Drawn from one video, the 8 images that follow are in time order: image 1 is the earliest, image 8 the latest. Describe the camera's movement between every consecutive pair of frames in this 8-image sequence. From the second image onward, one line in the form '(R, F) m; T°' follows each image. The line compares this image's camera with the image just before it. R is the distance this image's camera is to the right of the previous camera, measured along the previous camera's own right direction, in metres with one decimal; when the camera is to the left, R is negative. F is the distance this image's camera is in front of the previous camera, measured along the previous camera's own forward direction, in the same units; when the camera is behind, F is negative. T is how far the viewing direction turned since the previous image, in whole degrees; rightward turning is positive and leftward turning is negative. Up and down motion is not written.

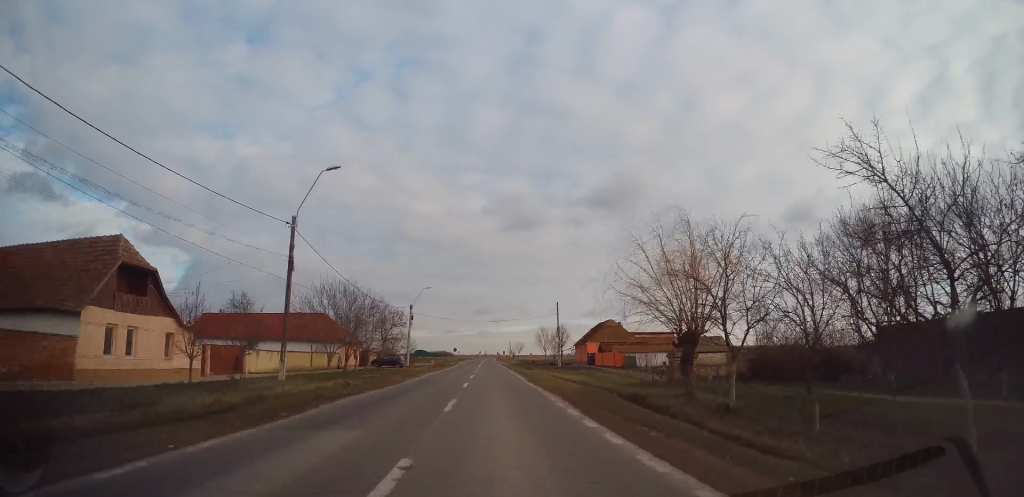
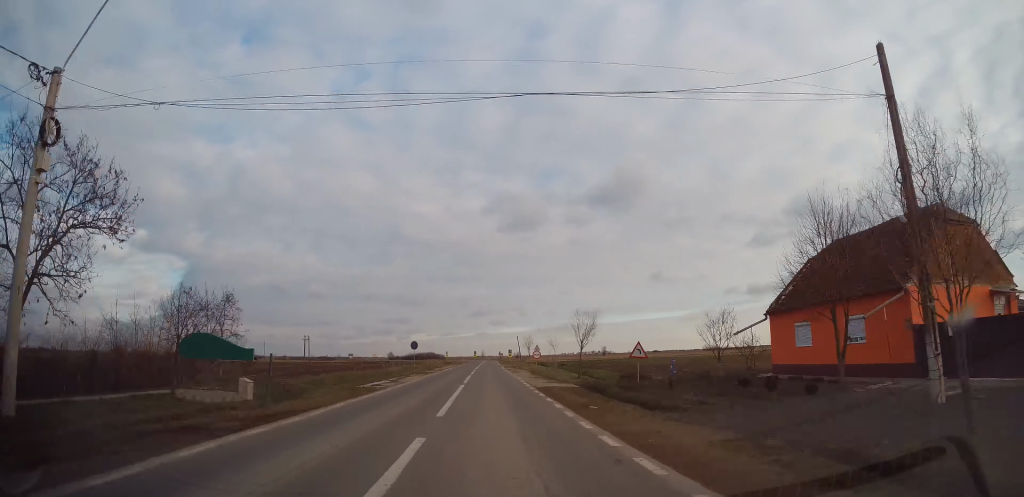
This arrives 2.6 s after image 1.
(0.0, +60.5) m; 0°
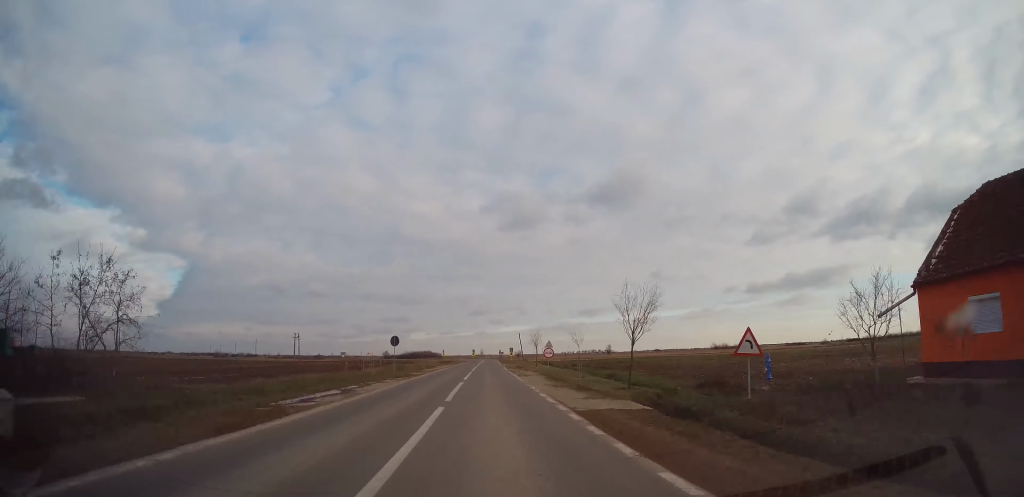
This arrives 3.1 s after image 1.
(-0.2, +10.4) m; 0°
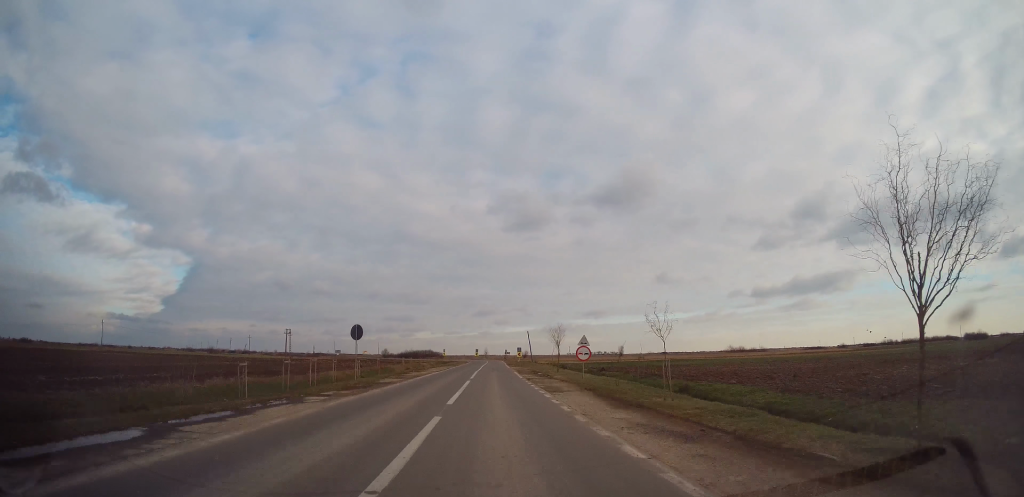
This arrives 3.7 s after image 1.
(+0.1, +13.2) m; 0°
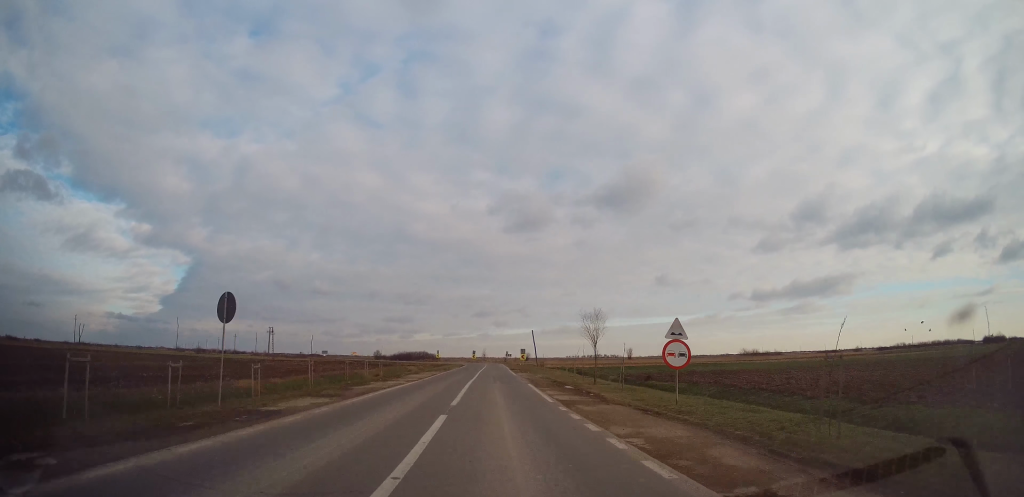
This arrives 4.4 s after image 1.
(+0.2, +14.4) m; +1°
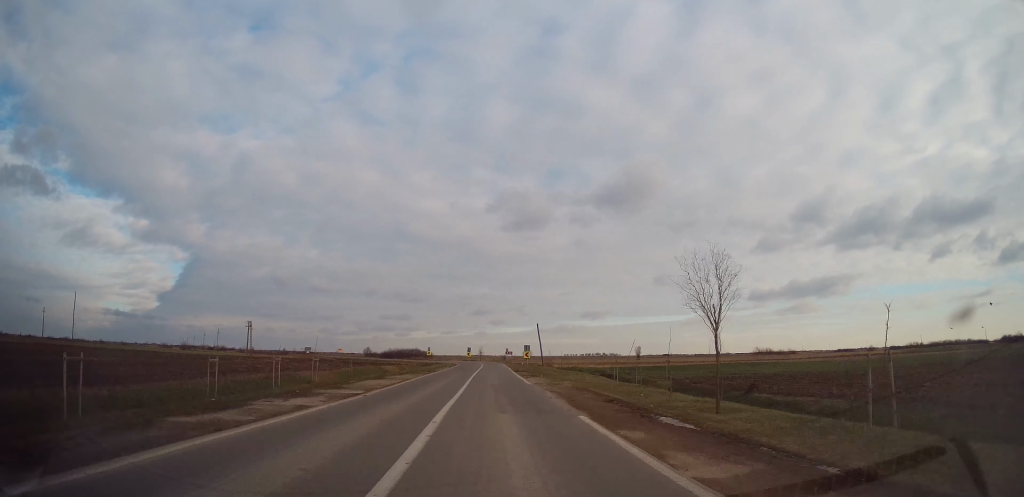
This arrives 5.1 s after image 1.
(-0.1, +15.3) m; -1°
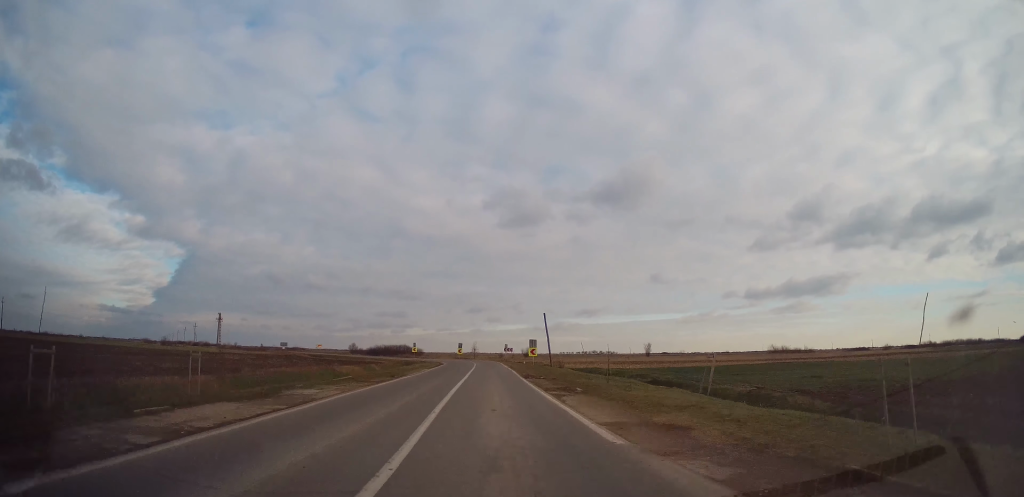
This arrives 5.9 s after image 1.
(-0.2, +16.1) m; 0°
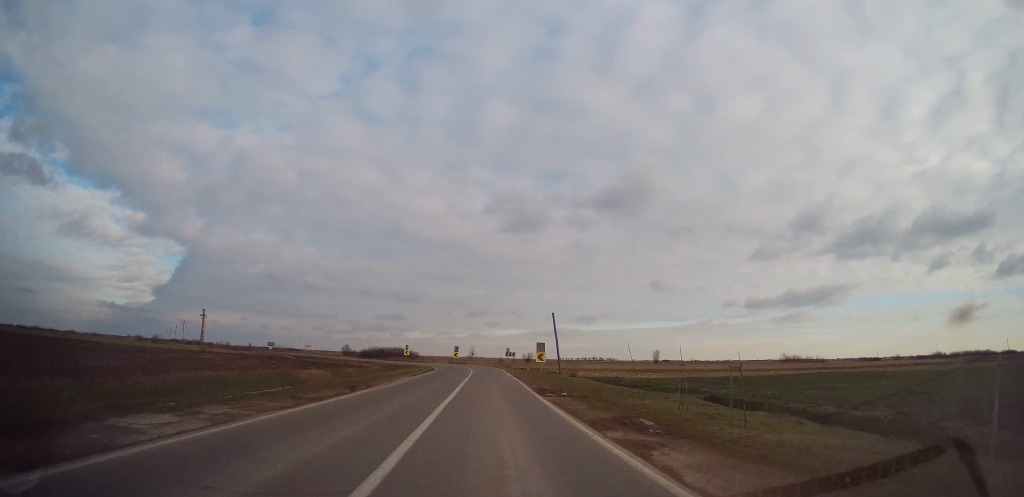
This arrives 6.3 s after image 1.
(-0.2, +8.6) m; 0°
